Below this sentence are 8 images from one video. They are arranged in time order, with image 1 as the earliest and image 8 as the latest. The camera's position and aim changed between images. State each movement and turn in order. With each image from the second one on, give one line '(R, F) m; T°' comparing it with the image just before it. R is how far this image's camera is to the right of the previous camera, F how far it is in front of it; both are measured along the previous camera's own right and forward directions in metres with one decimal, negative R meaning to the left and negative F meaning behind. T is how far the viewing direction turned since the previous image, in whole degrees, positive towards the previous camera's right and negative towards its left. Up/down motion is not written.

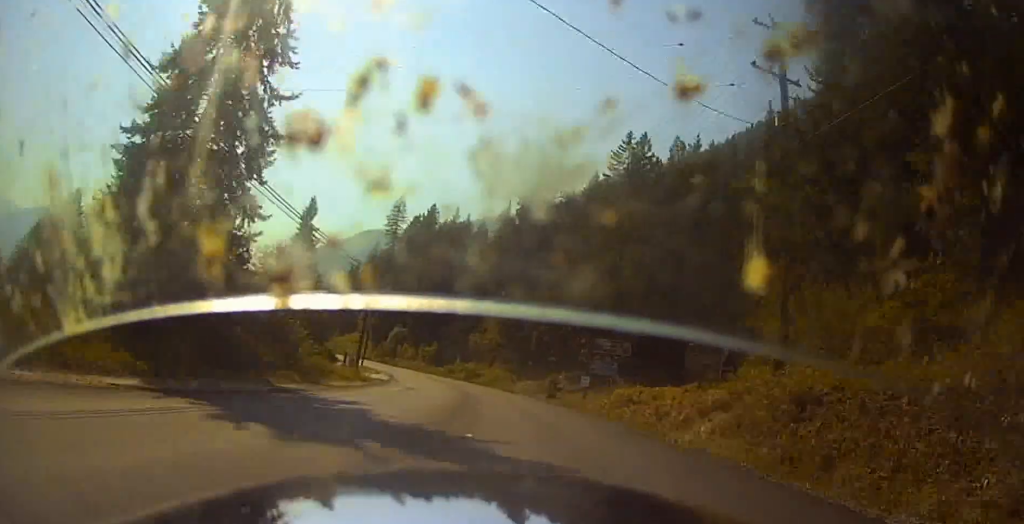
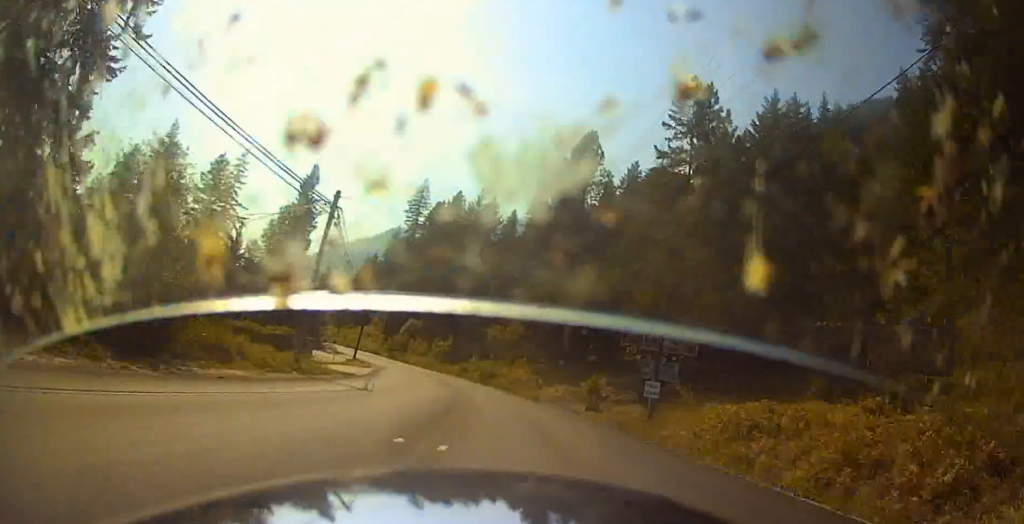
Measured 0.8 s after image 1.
(-0.5, +15.4) m; -3°
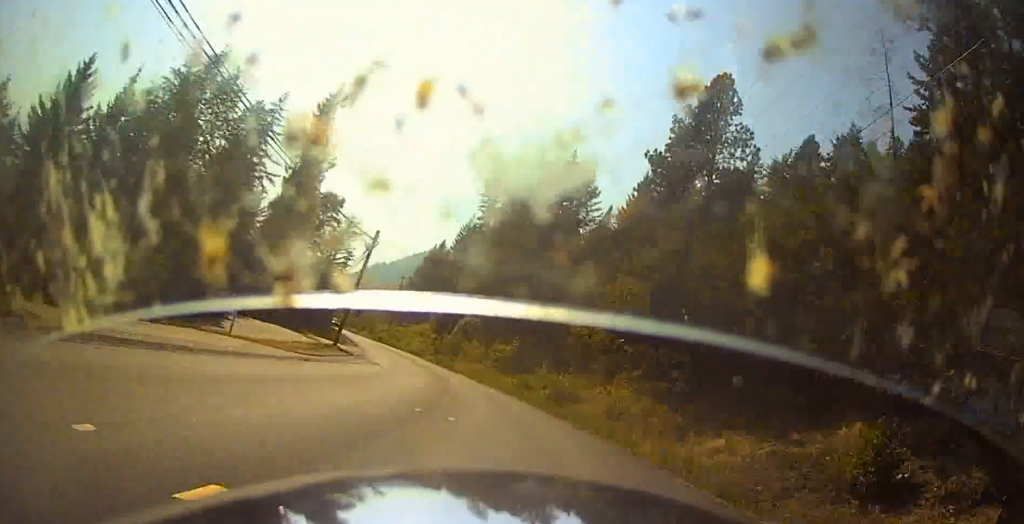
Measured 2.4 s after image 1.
(-1.0, +30.9) m; -4°
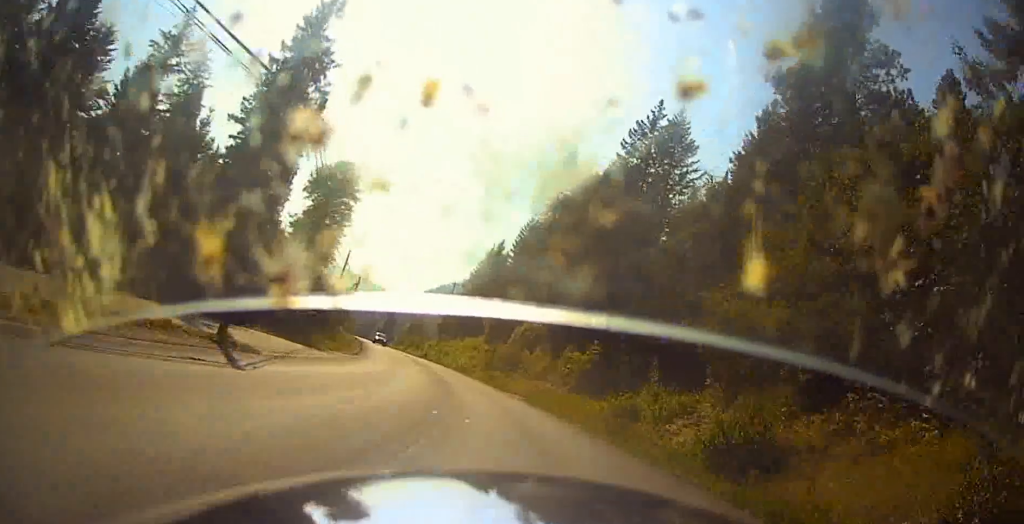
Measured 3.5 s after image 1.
(-0.9, +23.4) m; -6°
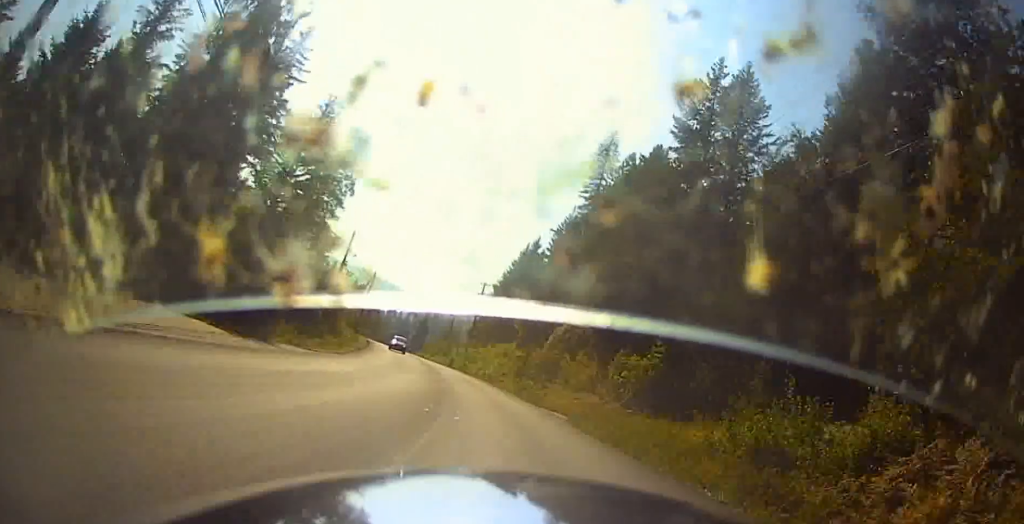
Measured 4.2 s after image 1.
(-0.8, +13.0) m; -3°
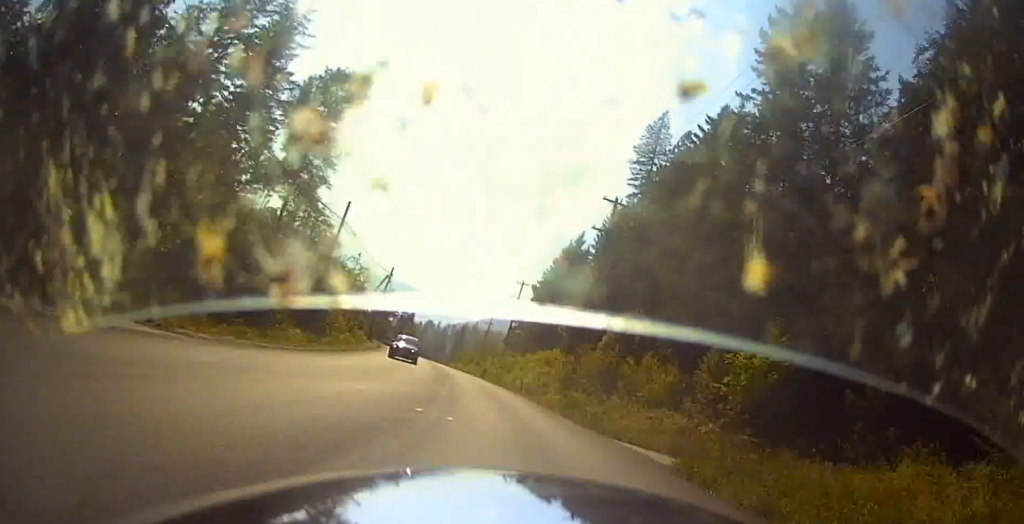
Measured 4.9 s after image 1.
(0.0, +14.8) m; -2°
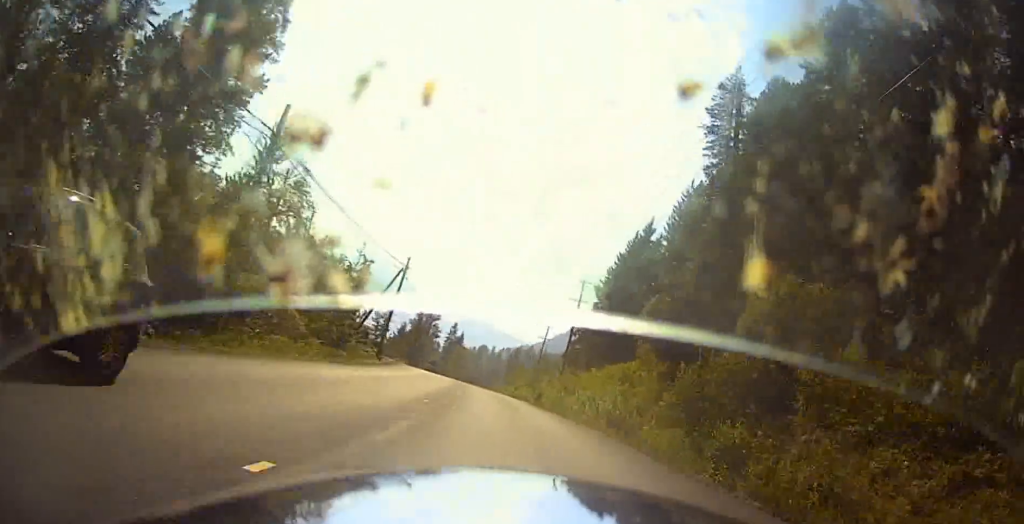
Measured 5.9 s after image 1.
(-0.9, +23.5) m; -3°
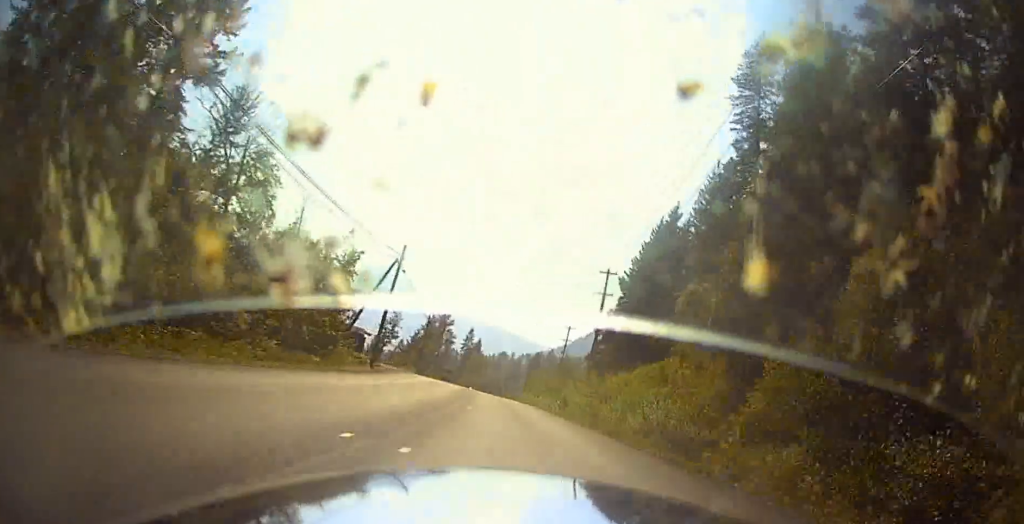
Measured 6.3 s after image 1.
(-0.2, +10.1) m; -1°
